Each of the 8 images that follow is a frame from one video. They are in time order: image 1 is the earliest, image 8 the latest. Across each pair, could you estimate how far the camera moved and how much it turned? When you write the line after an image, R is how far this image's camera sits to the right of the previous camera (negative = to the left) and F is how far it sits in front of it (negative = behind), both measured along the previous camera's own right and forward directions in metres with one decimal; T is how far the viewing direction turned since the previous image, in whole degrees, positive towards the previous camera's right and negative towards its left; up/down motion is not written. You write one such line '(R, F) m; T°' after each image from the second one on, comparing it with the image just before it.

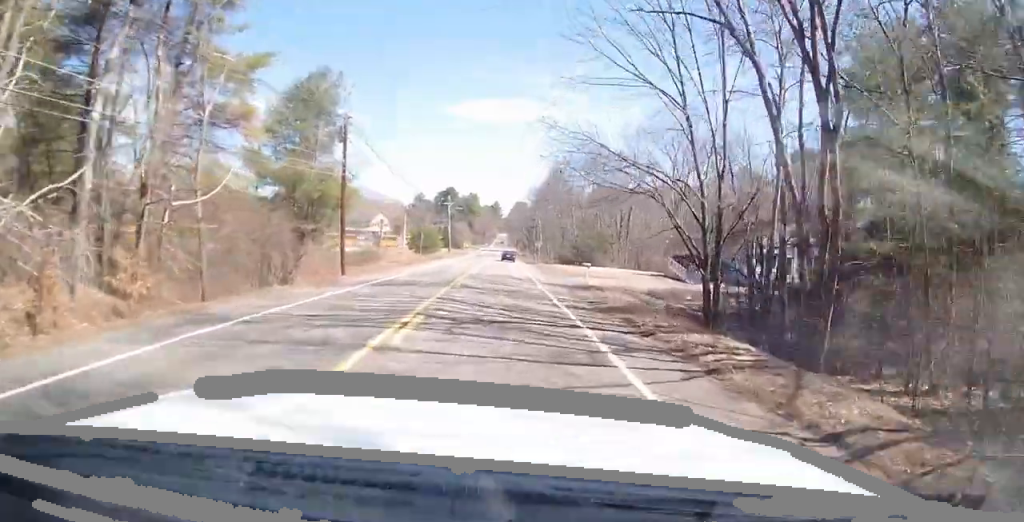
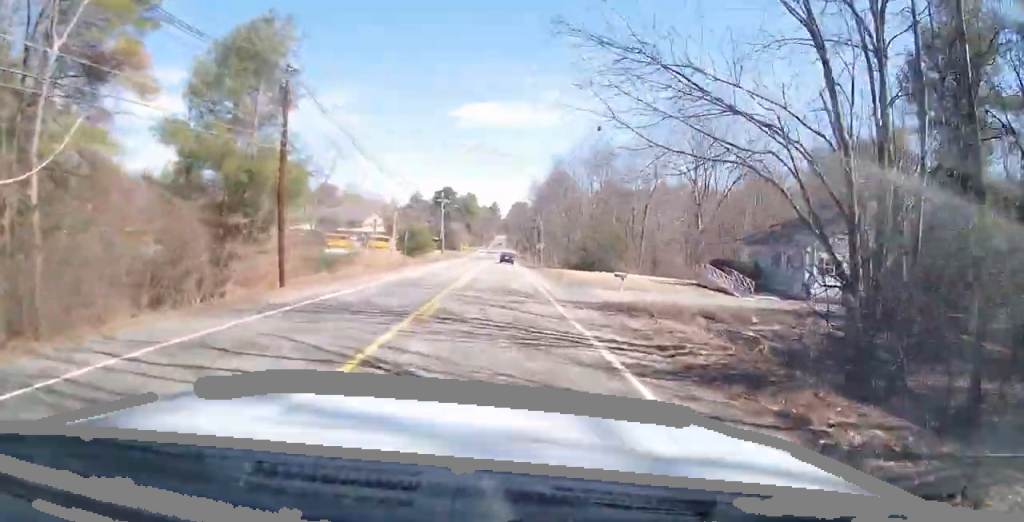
(-0.1, +9.2) m; 0°
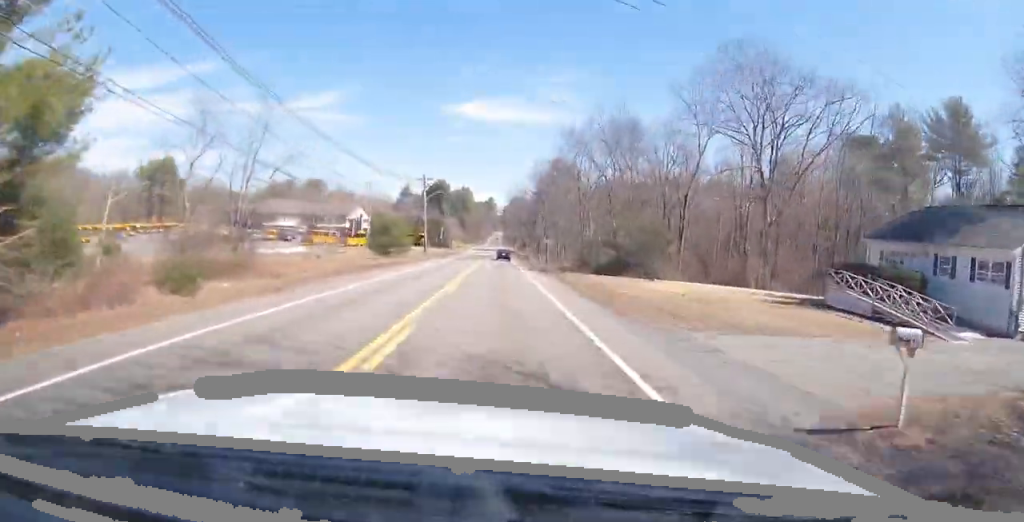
(-0.1, +17.0) m; 0°
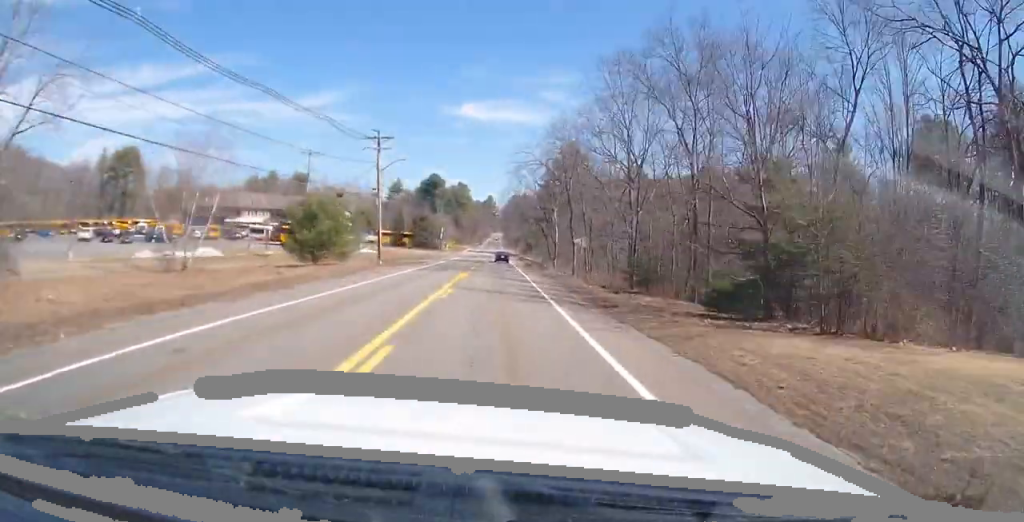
(+0.1, +26.4) m; 0°
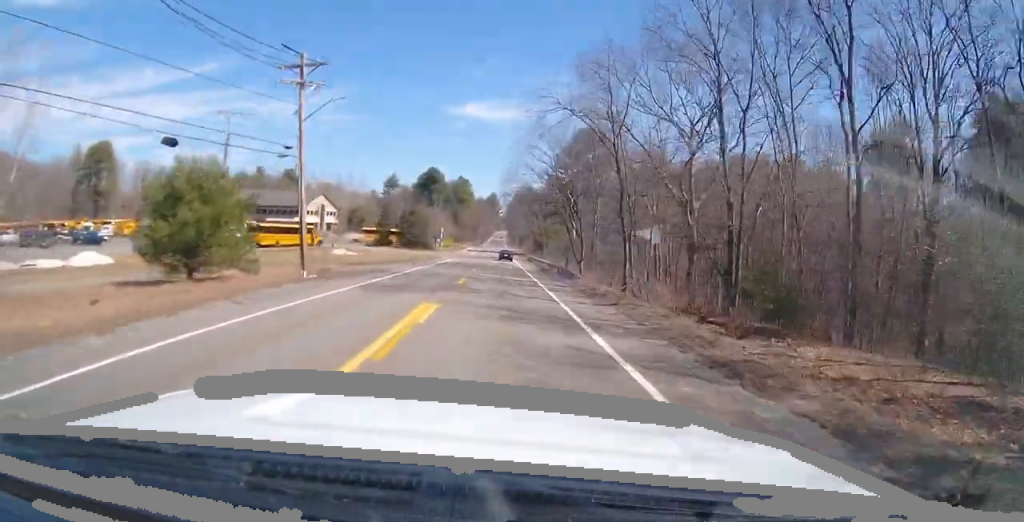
(0.0, +18.0) m; 0°
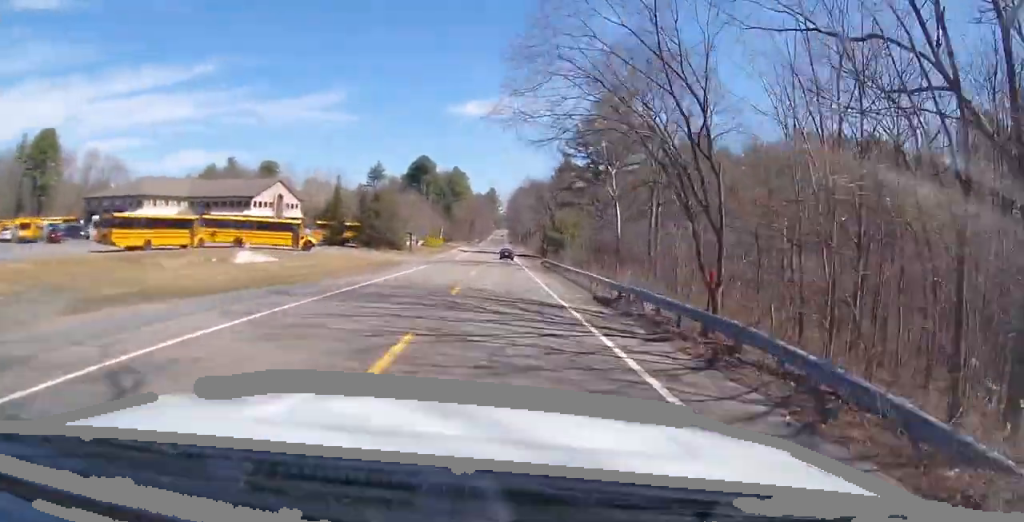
(0.0, +29.4) m; 0°
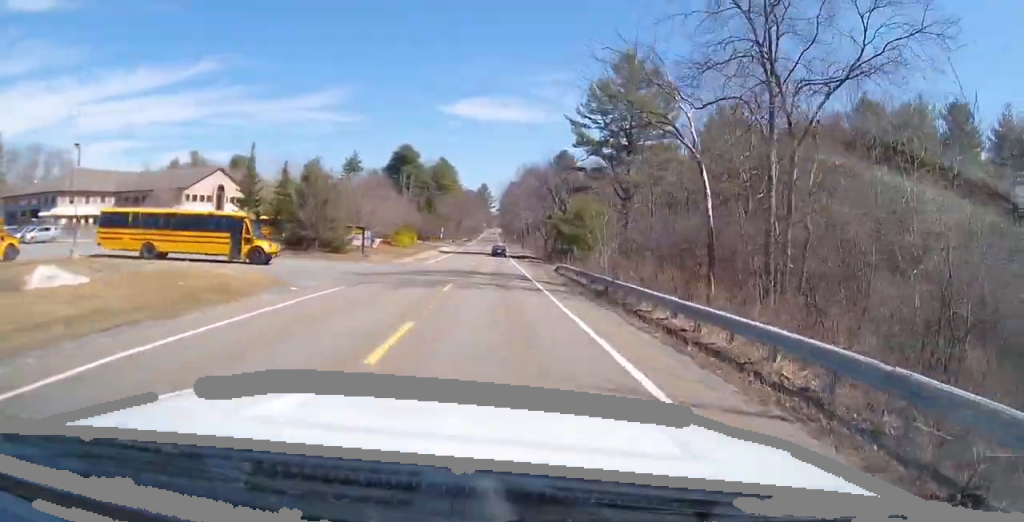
(+0.1, +23.6) m; 0°
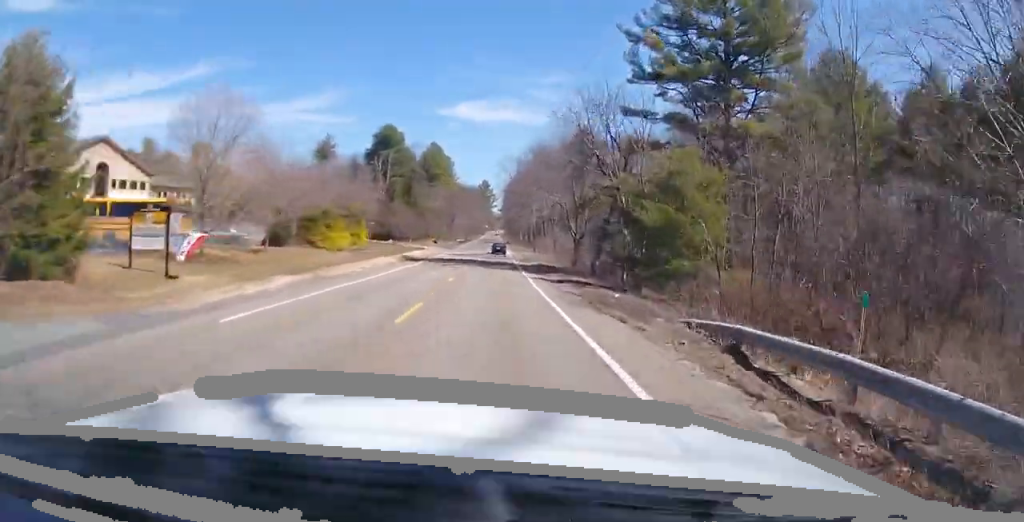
(-0.2, +33.1) m; 0°
